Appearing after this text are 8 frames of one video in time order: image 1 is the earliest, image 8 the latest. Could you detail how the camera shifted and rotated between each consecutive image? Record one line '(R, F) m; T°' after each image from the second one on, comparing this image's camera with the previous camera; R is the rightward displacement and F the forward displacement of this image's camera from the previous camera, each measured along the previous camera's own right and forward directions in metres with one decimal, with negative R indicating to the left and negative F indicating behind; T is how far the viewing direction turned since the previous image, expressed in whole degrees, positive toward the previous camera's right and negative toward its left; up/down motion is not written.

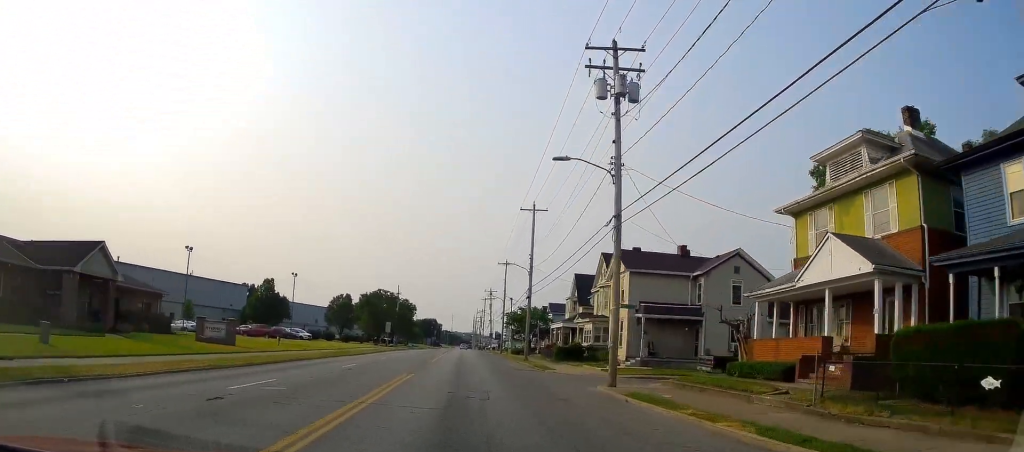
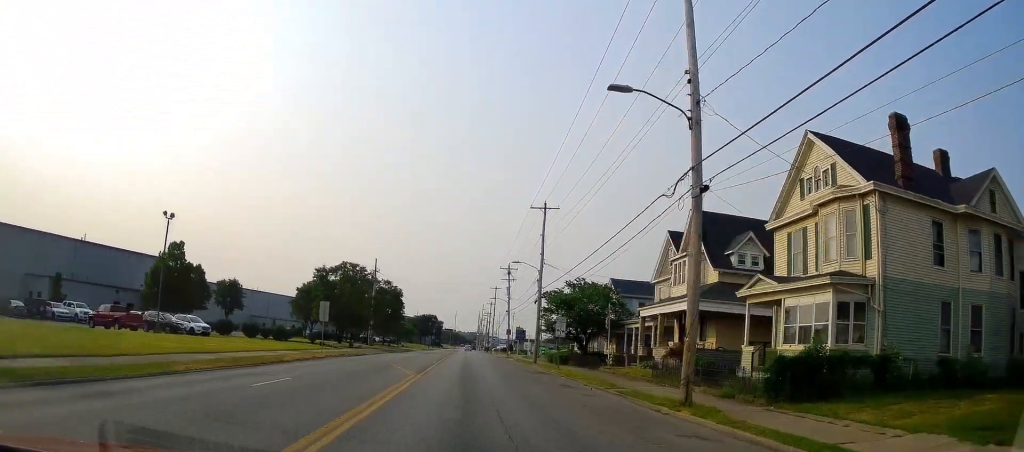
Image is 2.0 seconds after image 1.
(-0.6, +35.6) m; 0°
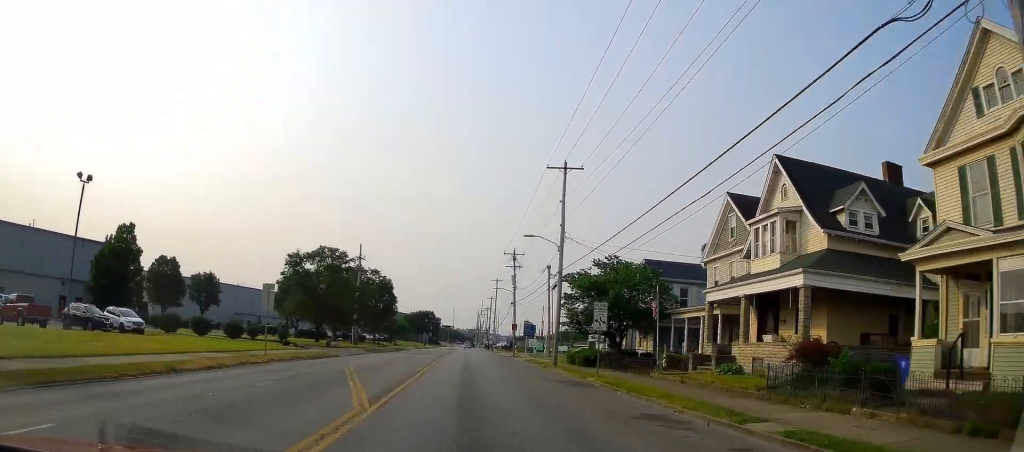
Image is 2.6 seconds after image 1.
(+0.1, +11.0) m; +1°
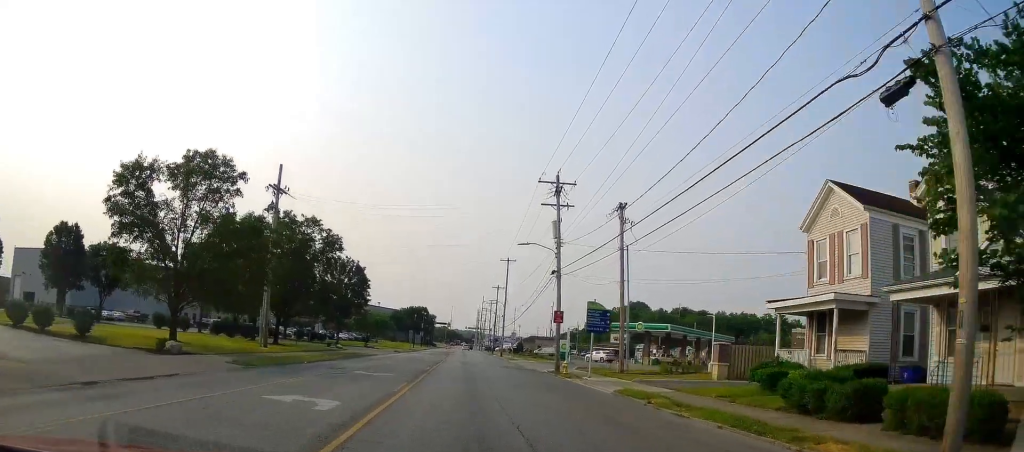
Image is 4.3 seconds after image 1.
(0.0, +32.2) m; 0°
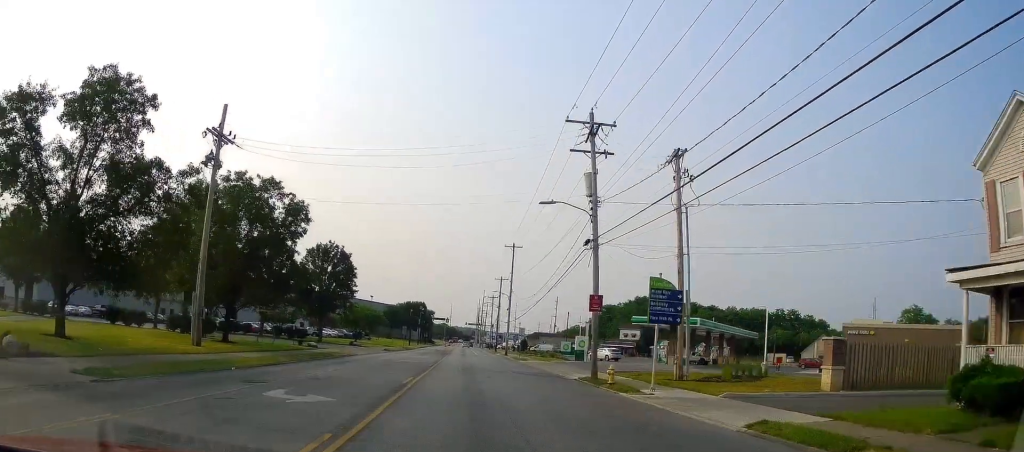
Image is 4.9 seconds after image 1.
(+0.1, +10.3) m; 0°
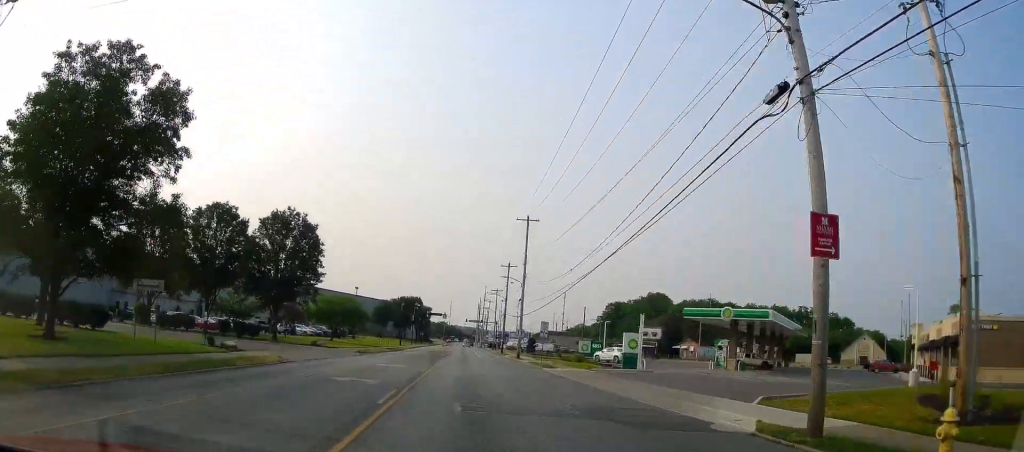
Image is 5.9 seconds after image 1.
(+0.1, +17.3) m; 0°
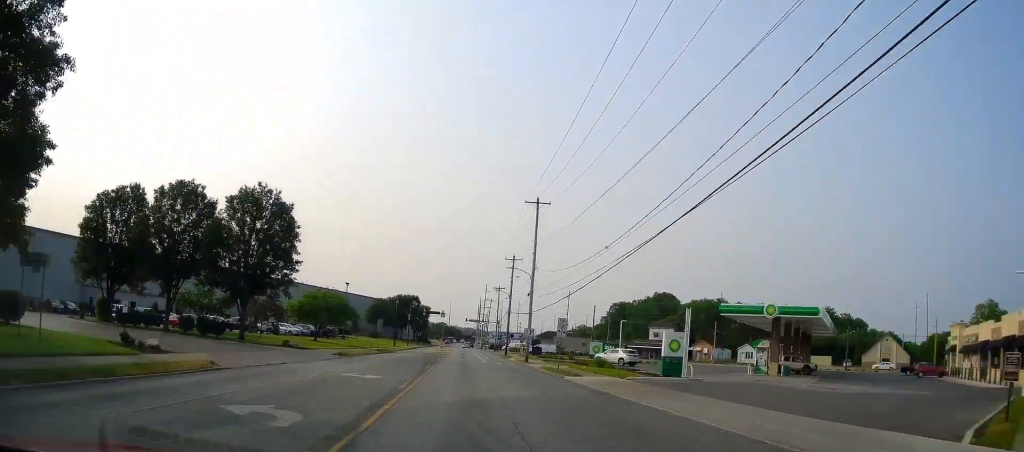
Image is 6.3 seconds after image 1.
(-0.2, +8.3) m; 0°
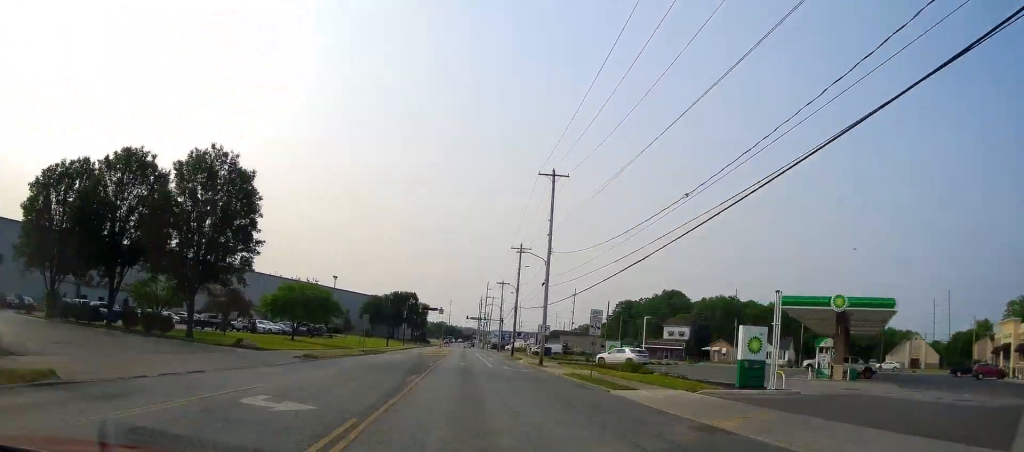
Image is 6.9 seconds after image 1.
(+0.1, +9.3) m; -1°
